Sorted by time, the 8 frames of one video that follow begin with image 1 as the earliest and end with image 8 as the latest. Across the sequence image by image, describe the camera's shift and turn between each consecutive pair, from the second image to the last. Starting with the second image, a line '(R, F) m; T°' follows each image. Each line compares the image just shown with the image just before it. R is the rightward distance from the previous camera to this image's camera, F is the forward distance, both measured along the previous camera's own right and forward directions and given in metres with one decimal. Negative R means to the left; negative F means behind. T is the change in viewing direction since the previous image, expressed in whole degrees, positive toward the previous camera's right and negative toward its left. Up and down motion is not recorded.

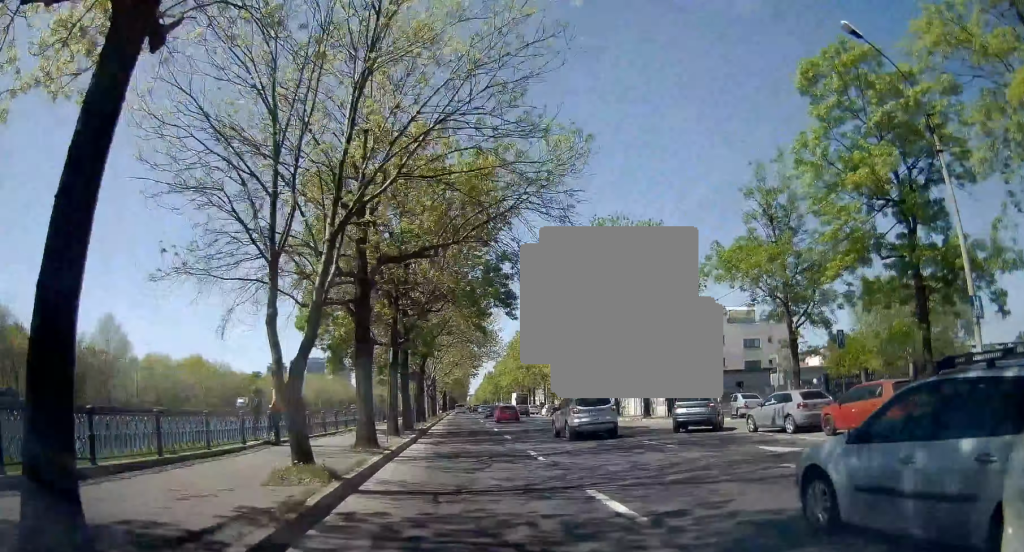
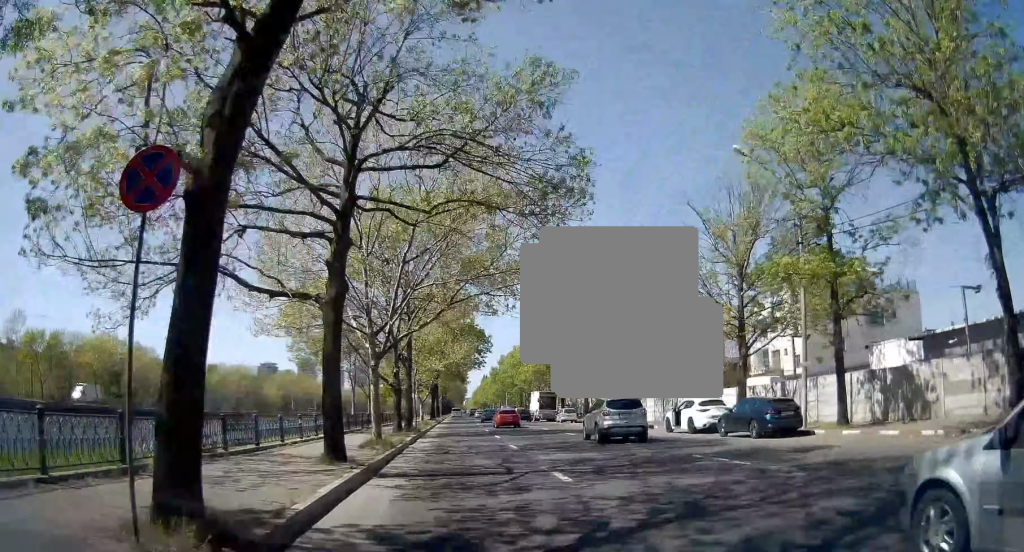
(0.0, +31.7) m; 0°
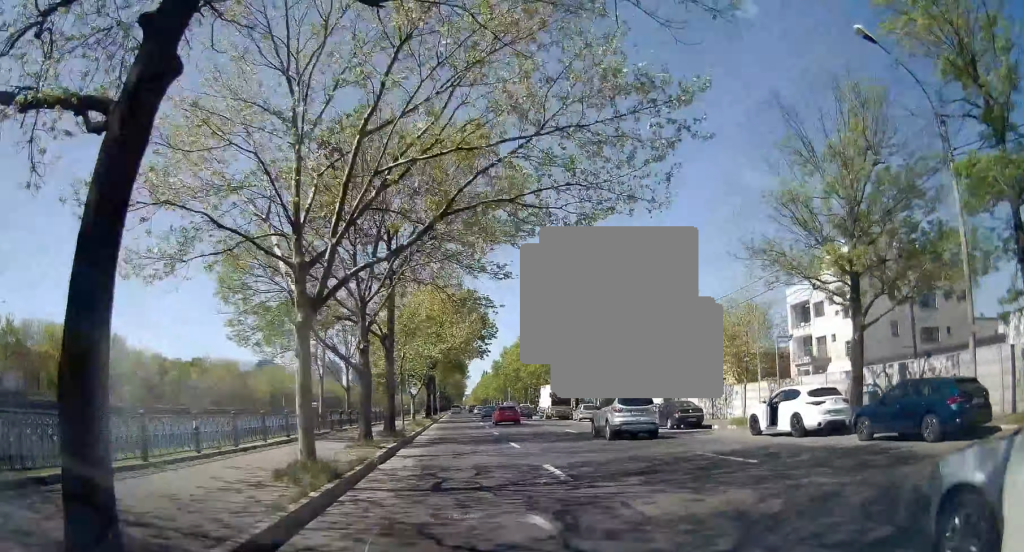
(+0.3, +9.3) m; 0°
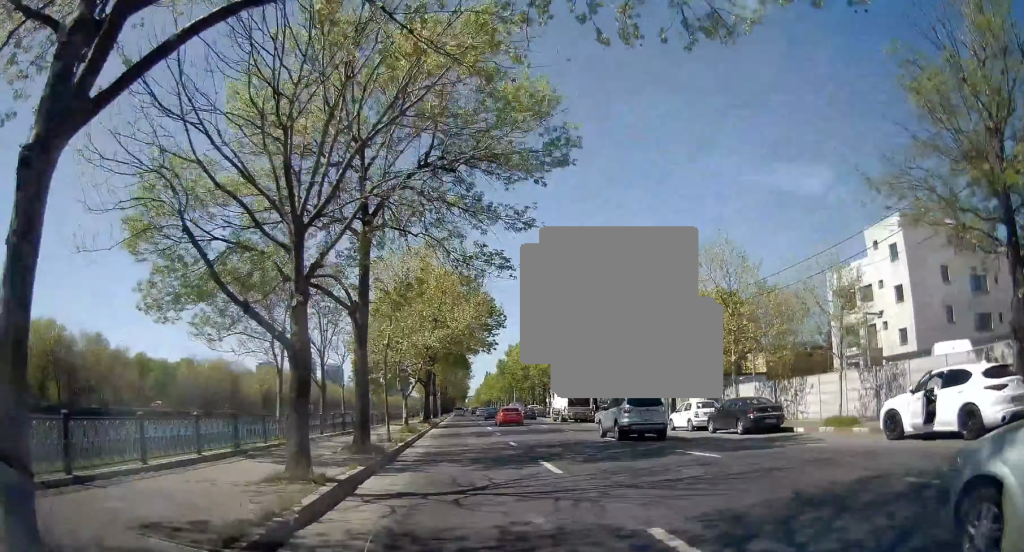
(+0.1, +7.8) m; 0°
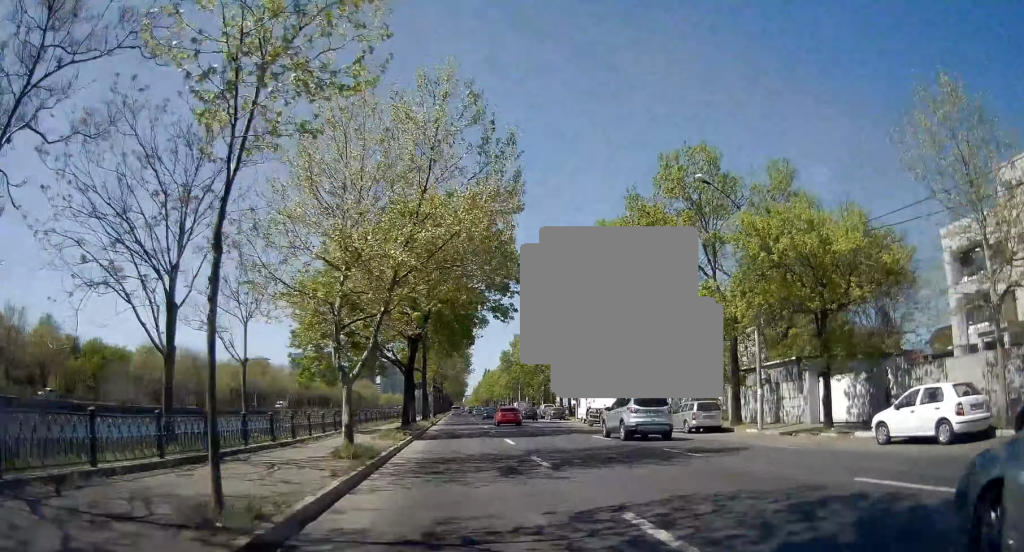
(-0.3, +16.9) m; -1°
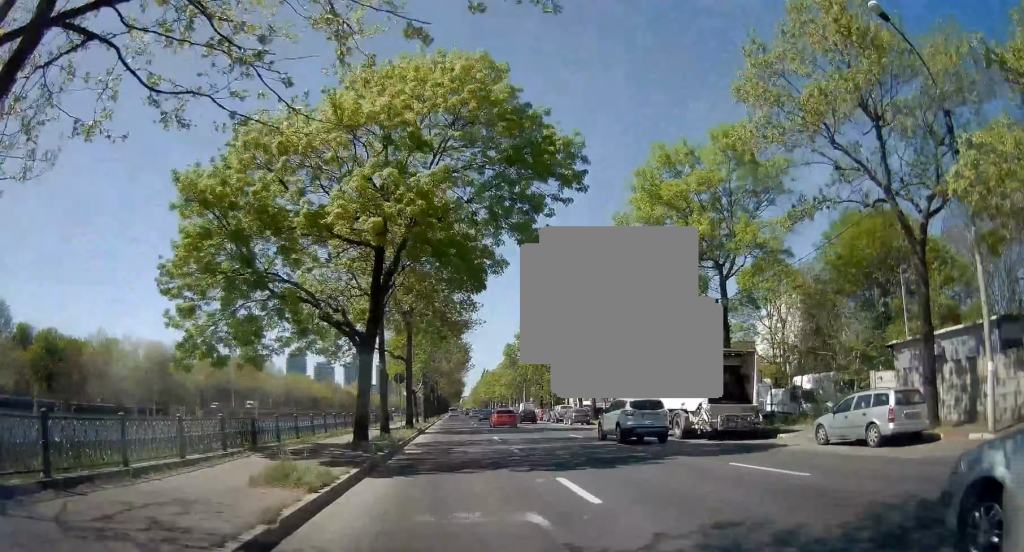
(0.0, +13.6) m; +1°
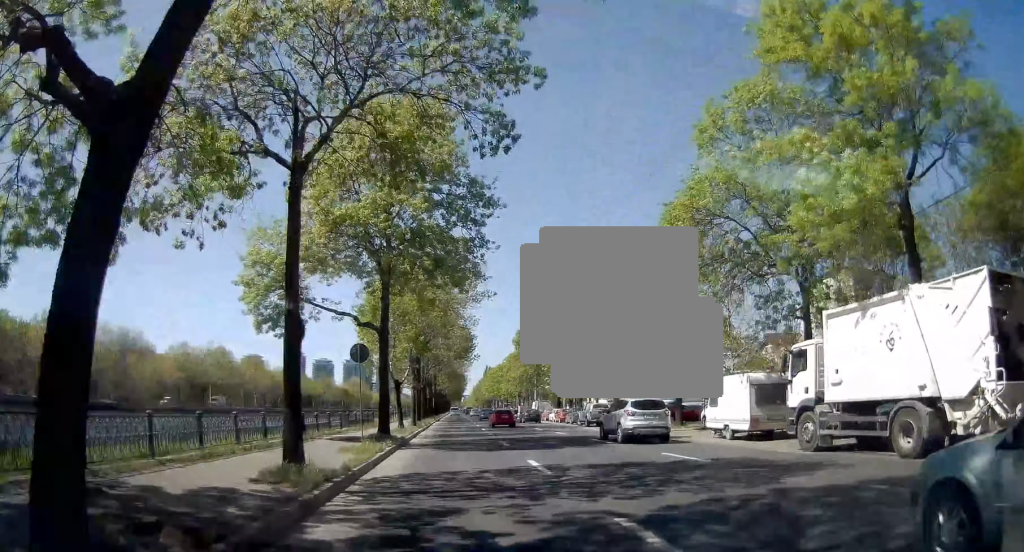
(+0.4, +13.6) m; 0°
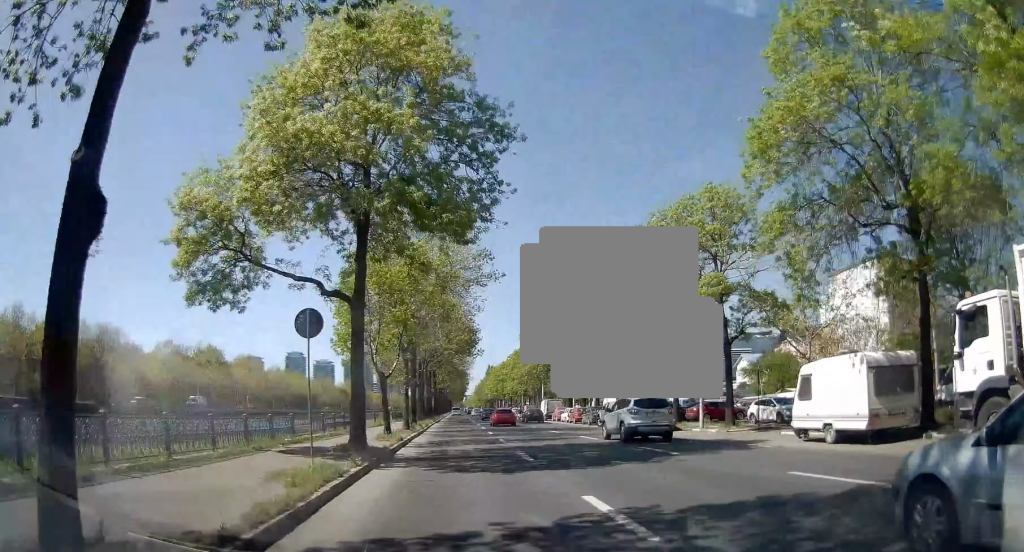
(-0.2, +6.6) m; 0°
